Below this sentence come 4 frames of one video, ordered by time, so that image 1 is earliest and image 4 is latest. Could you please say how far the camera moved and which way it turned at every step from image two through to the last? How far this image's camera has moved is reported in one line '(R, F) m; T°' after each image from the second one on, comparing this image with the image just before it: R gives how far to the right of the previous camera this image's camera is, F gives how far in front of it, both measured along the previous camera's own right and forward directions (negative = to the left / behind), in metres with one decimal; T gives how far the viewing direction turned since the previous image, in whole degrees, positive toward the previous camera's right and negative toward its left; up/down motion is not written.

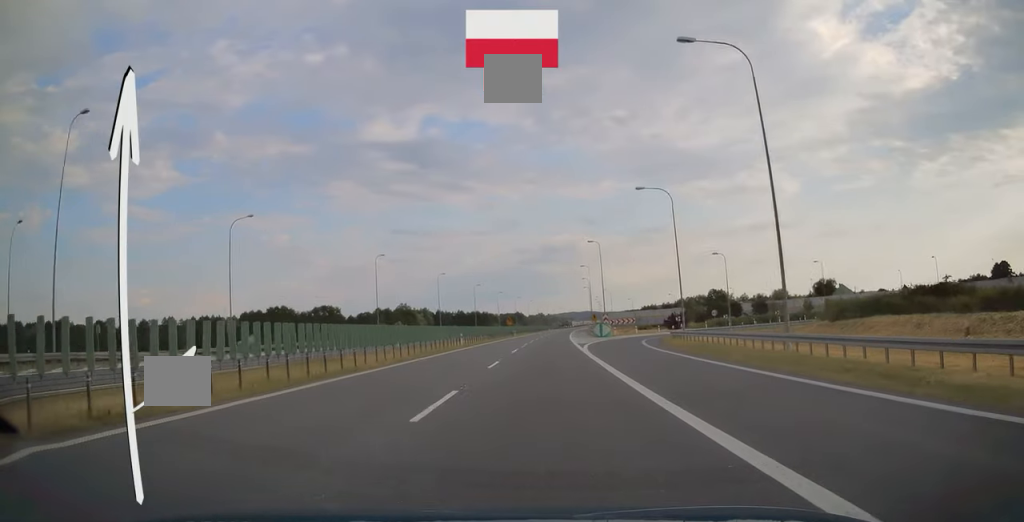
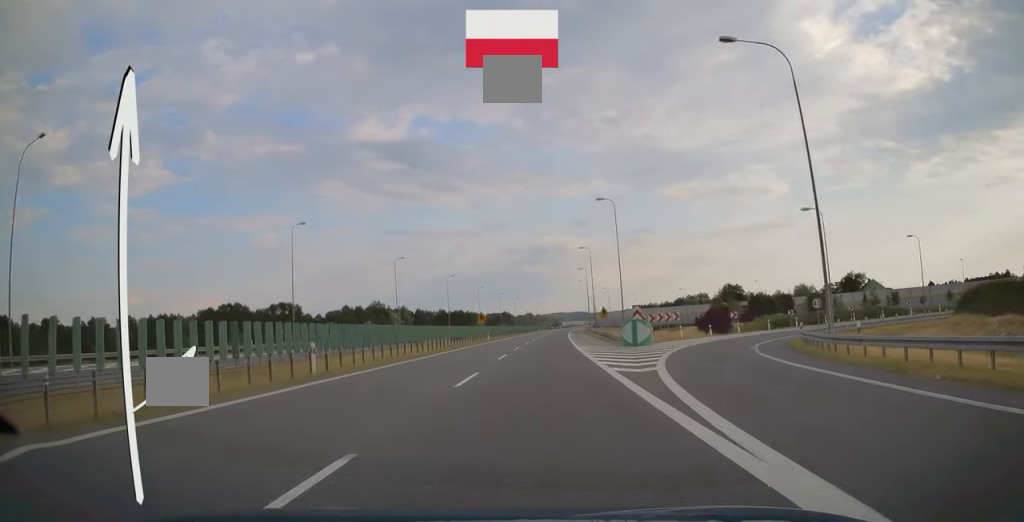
(+0.4, +31.2) m; +2°
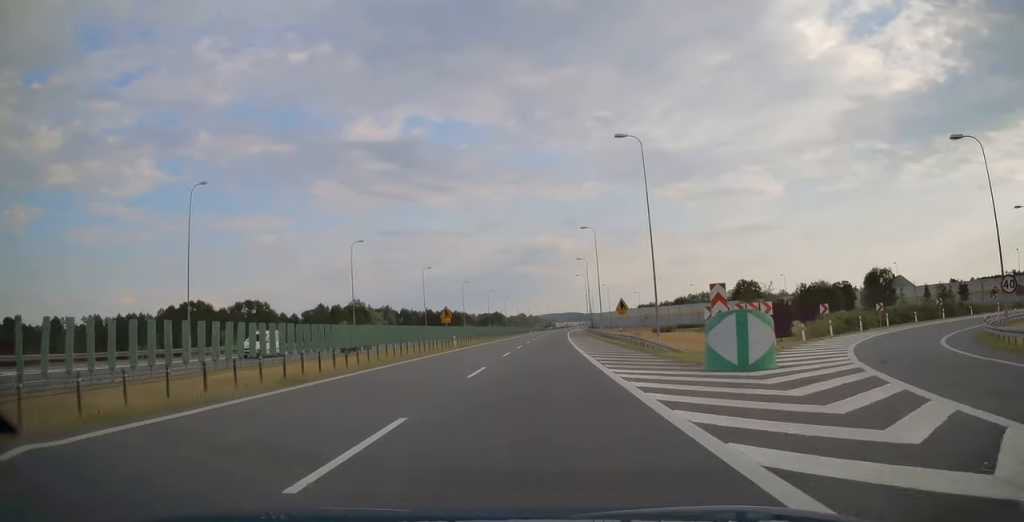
(+0.1, +21.4) m; +1°
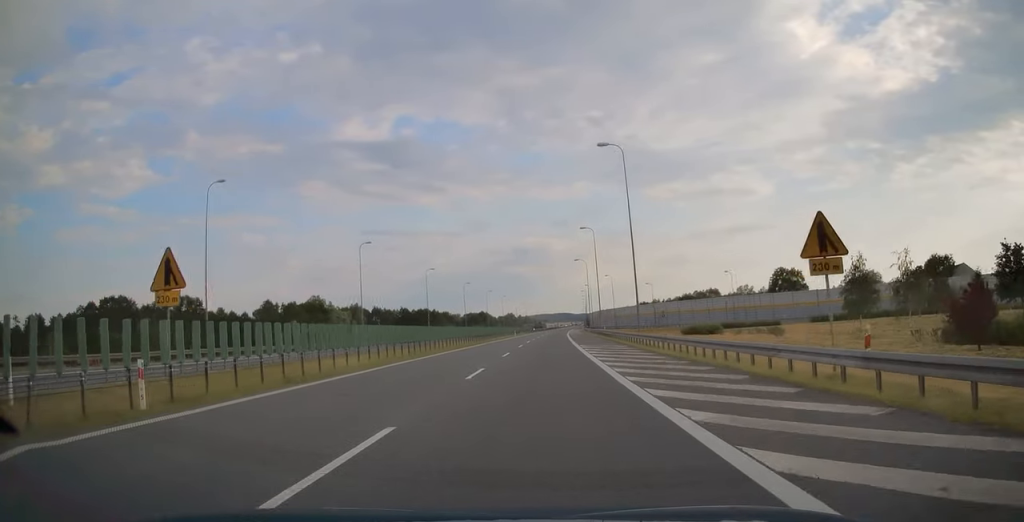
(+0.5, +37.3) m; +1°
